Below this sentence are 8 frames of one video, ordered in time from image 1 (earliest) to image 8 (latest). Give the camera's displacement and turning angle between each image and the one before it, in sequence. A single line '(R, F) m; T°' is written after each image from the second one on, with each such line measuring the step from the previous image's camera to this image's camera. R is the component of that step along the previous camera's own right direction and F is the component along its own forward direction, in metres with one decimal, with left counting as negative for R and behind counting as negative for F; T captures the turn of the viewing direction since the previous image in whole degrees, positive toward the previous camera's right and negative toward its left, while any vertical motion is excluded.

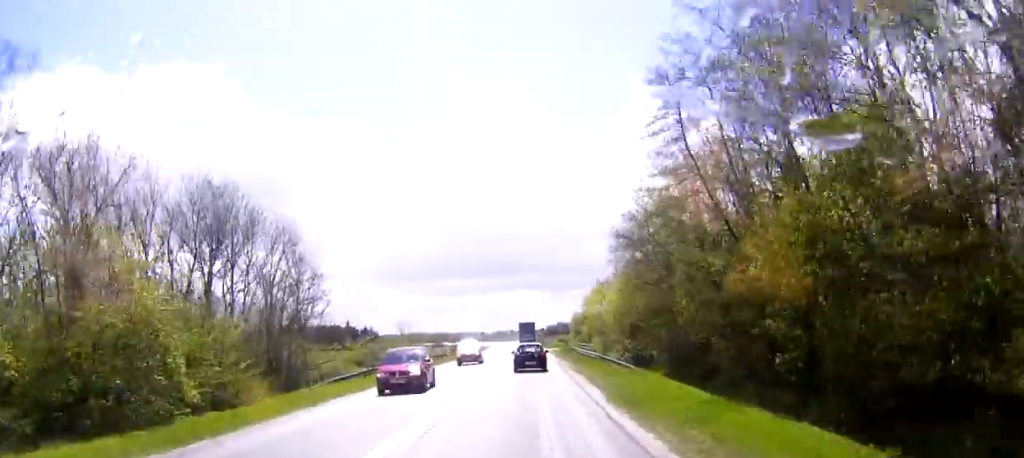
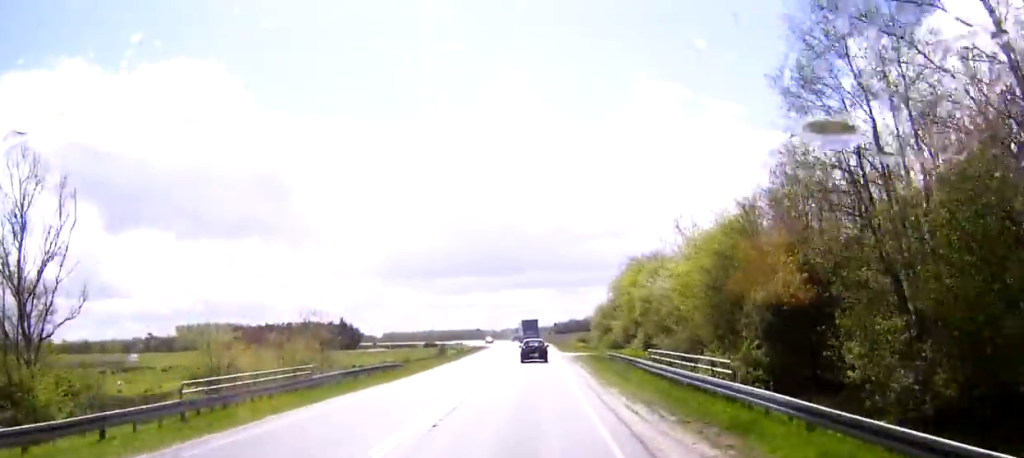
(+0.3, +34.0) m; +1°
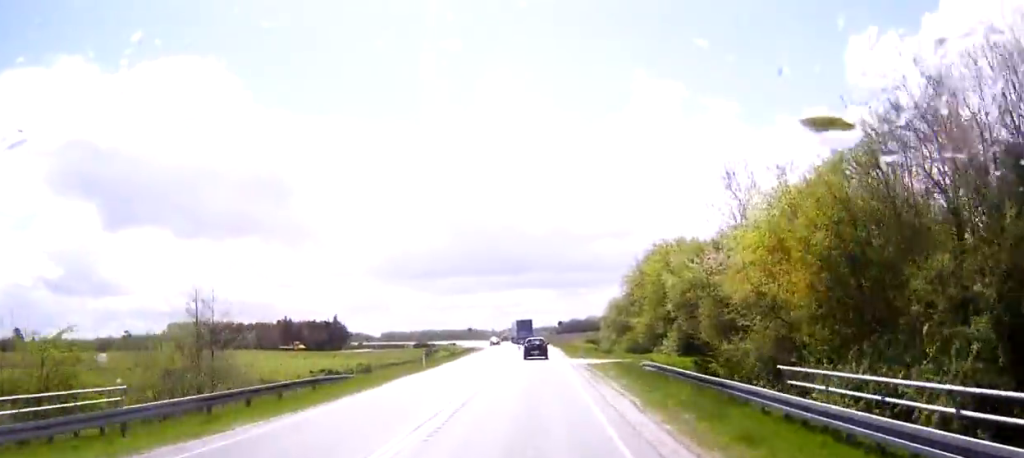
(-0.1, +15.2) m; 0°
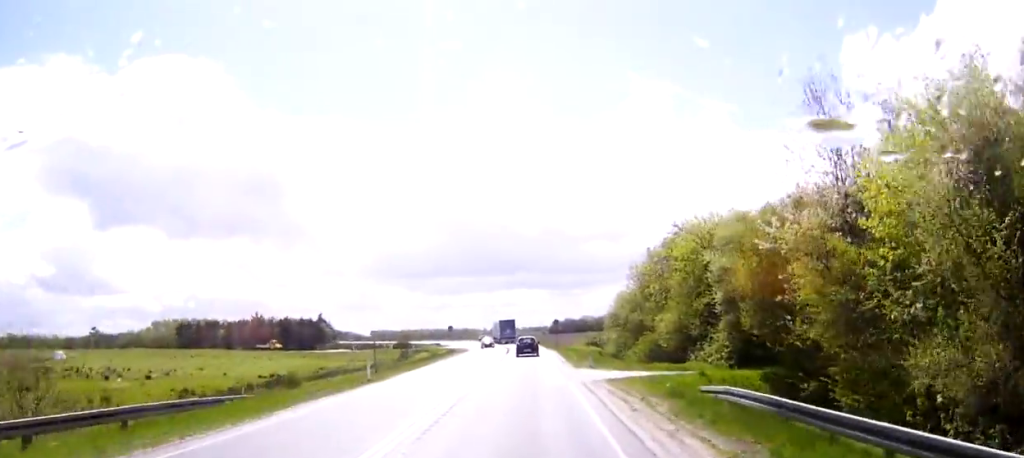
(0.0, +14.7) m; 0°
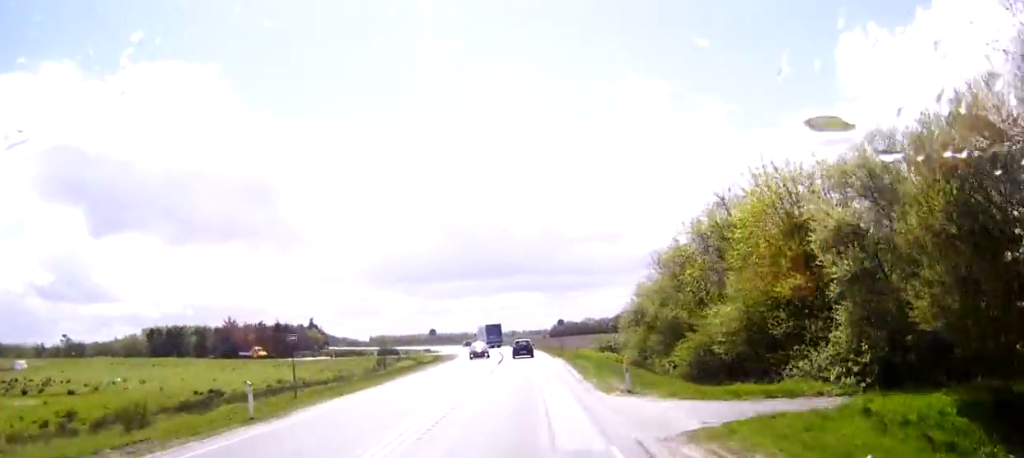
(-0.1, +14.9) m; 0°
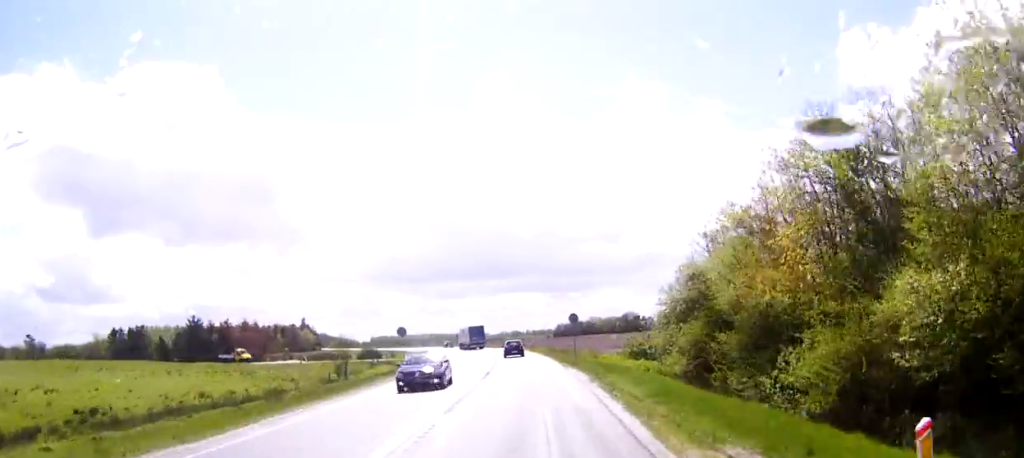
(0.0, +18.0) m; 0°
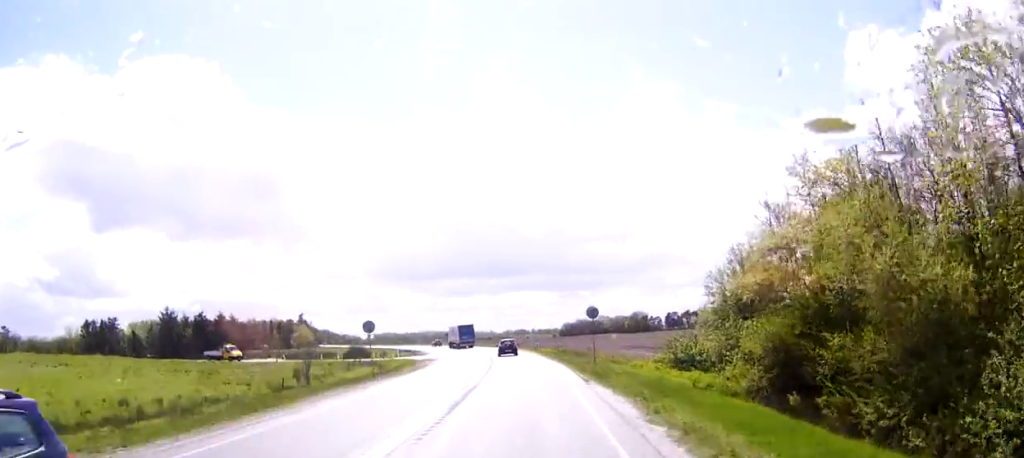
(0.0, +12.3) m; -1°
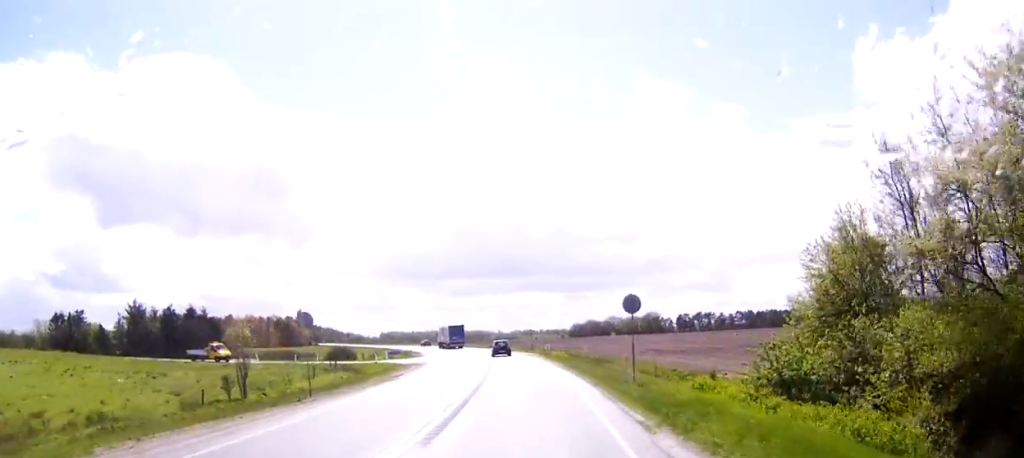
(-0.1, +13.0) m; -1°
